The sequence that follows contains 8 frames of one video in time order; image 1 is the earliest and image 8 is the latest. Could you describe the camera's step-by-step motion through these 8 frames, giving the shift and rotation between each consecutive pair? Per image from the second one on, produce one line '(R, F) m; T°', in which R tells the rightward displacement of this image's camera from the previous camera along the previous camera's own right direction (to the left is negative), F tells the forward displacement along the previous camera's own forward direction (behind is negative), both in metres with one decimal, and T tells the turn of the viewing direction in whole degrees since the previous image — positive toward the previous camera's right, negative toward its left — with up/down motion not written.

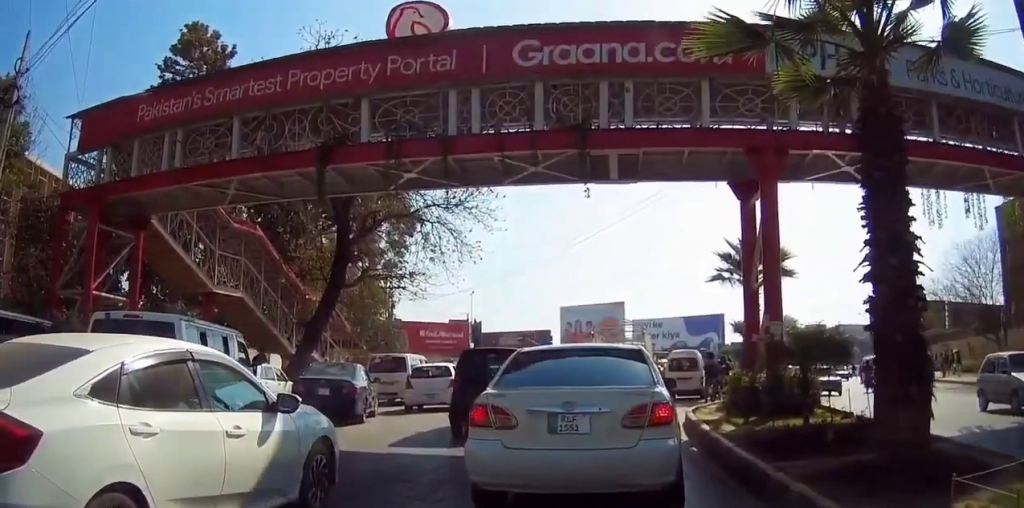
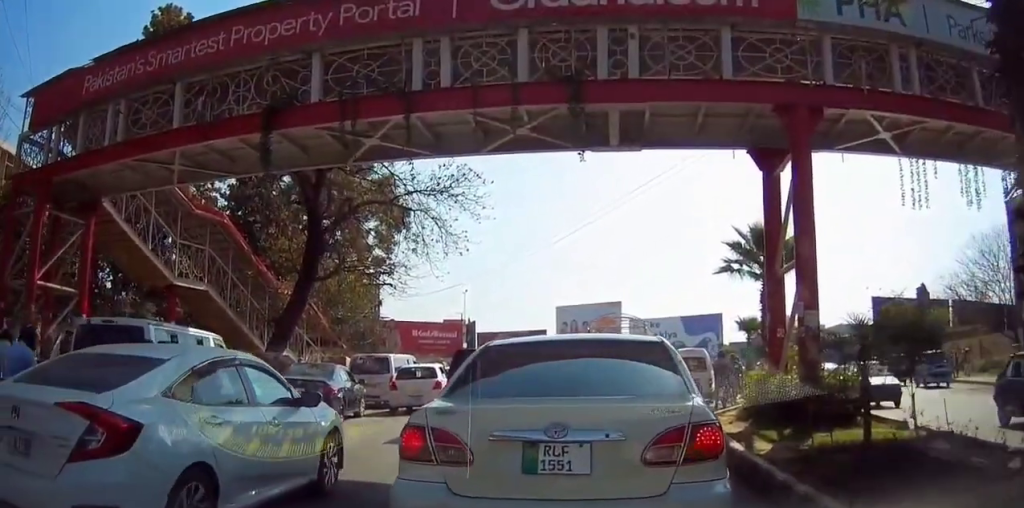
(+0.3, +2.3) m; +2°
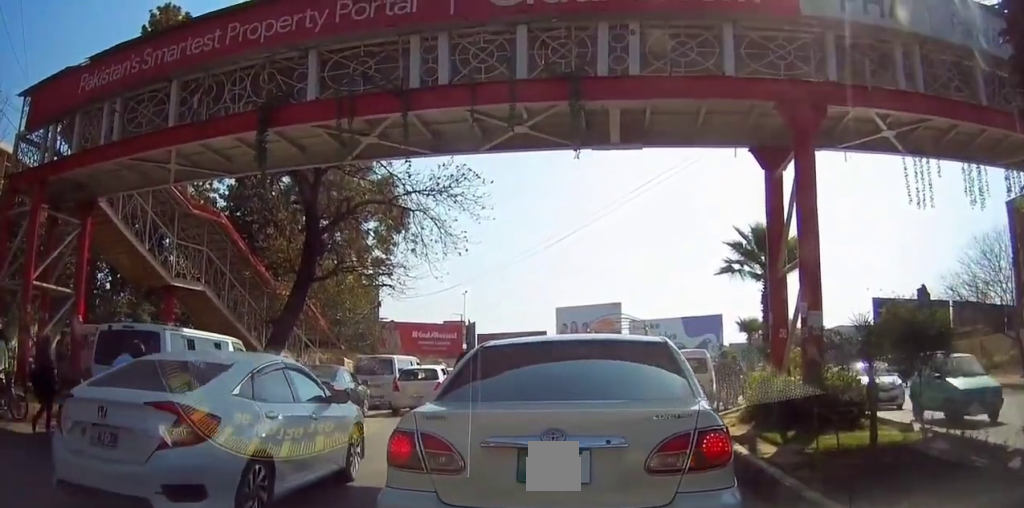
(0.0, +0.3) m; 0°
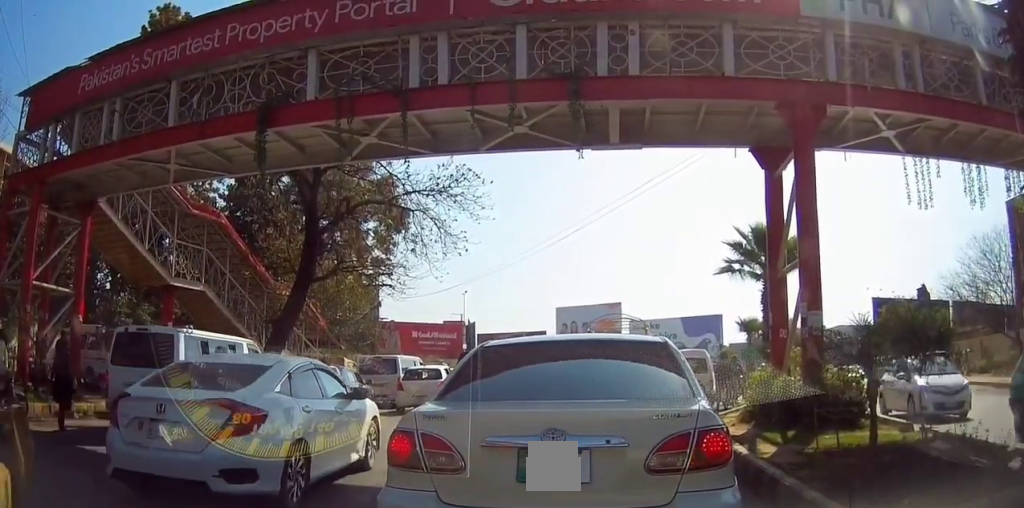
(0.0, +0.1) m; 0°
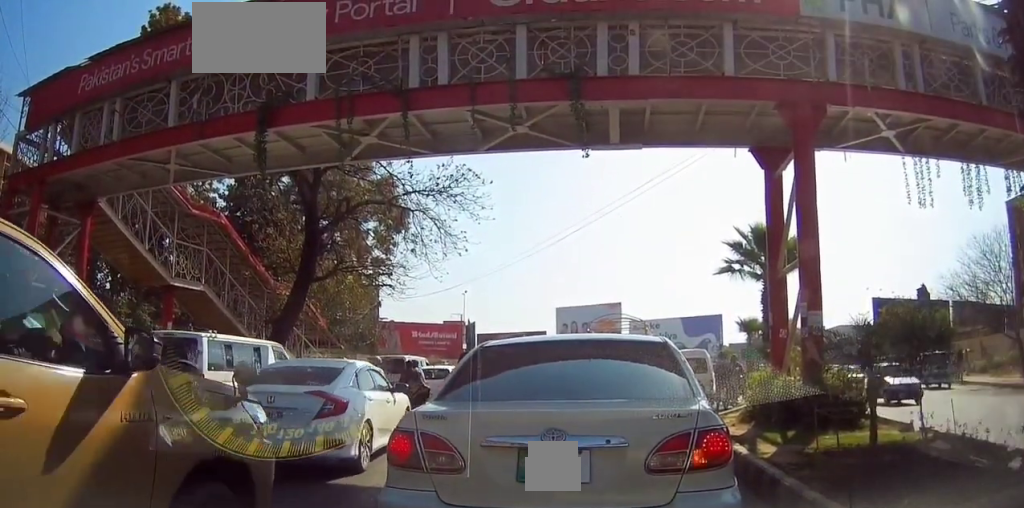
(0.0, 0.0) m; 0°
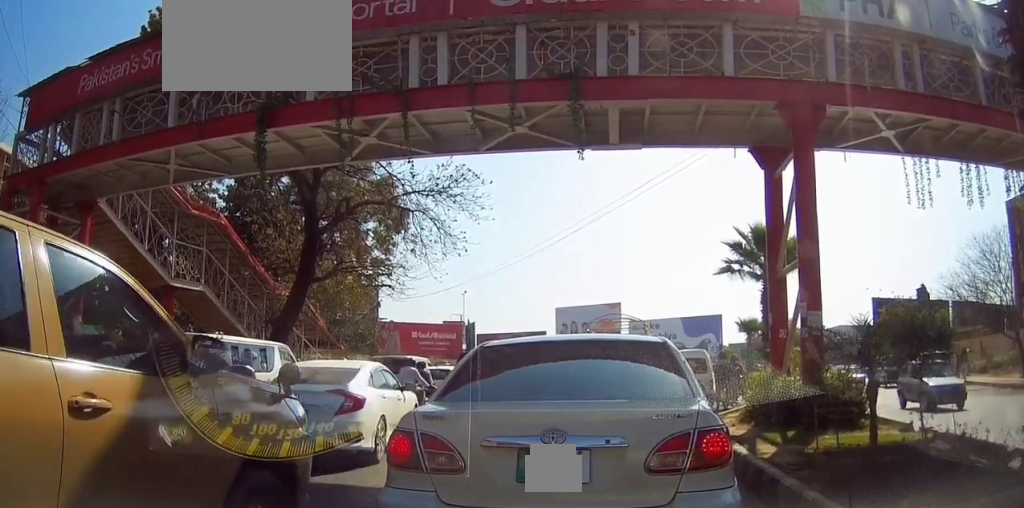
(0.0, 0.0) m; 0°
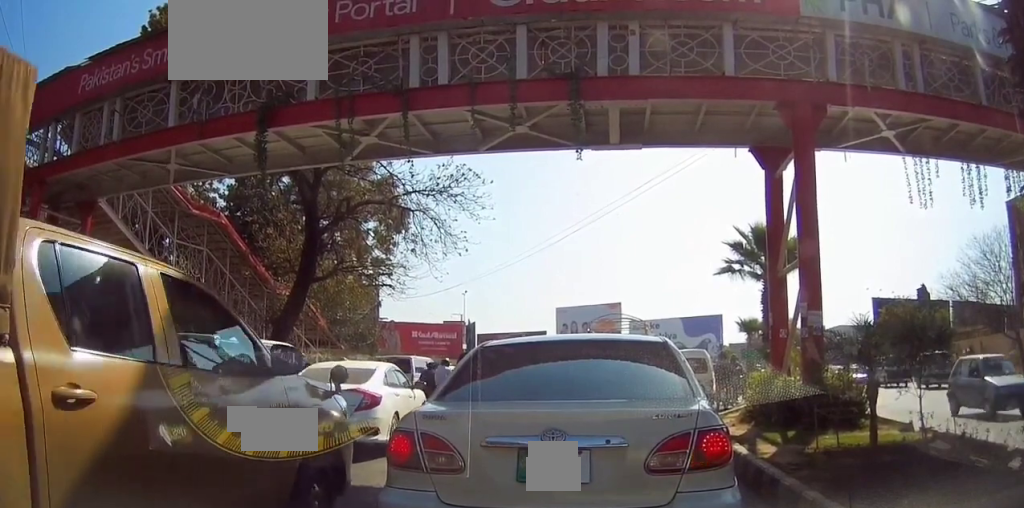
(0.0, 0.0) m; 0°
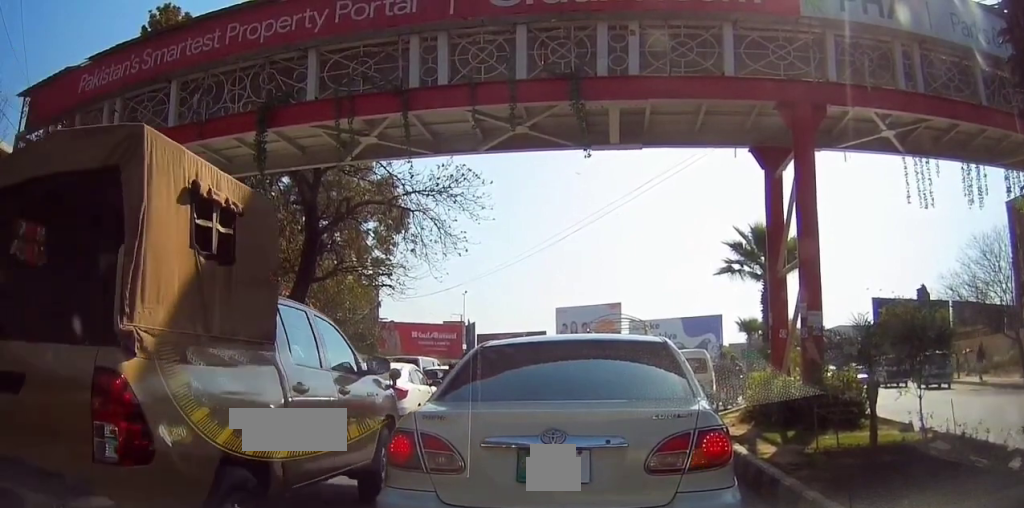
(0.0, 0.0) m; 0°
